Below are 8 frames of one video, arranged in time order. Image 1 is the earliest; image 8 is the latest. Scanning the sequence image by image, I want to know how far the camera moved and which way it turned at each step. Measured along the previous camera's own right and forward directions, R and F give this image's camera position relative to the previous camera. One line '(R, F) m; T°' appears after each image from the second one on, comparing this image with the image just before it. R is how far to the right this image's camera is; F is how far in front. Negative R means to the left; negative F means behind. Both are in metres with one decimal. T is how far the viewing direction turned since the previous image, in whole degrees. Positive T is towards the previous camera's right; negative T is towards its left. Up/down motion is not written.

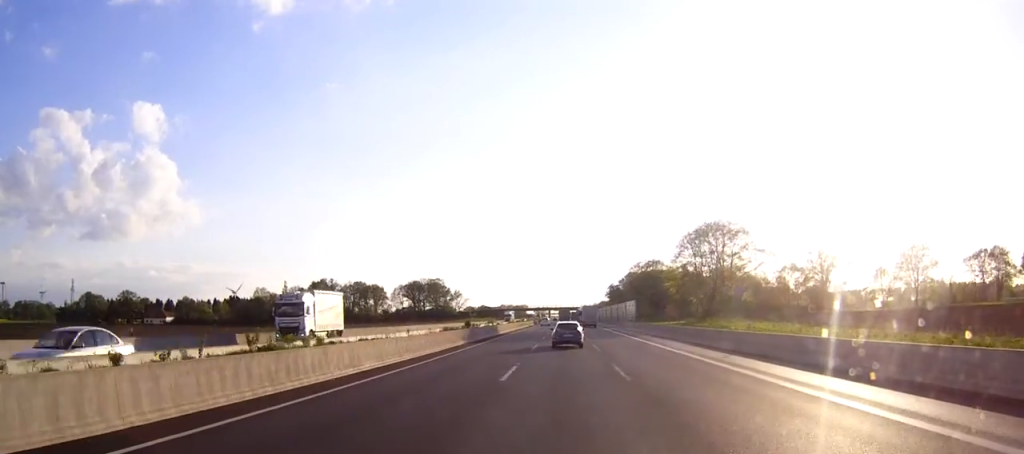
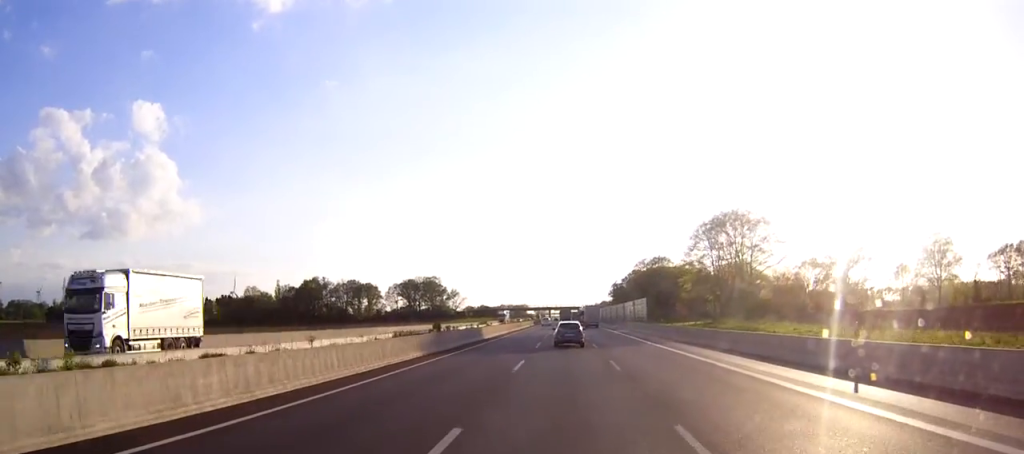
(0.0, +14.5) m; 0°
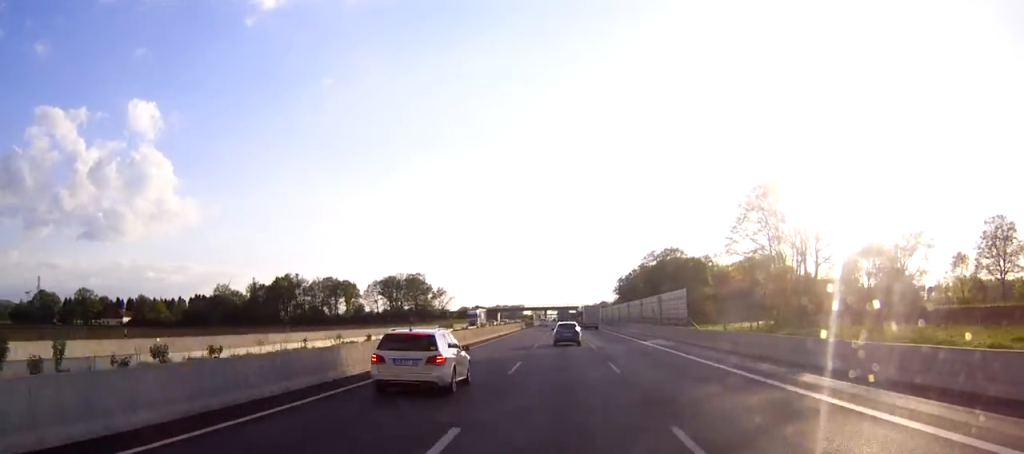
(+0.1, +35.7) m; 0°
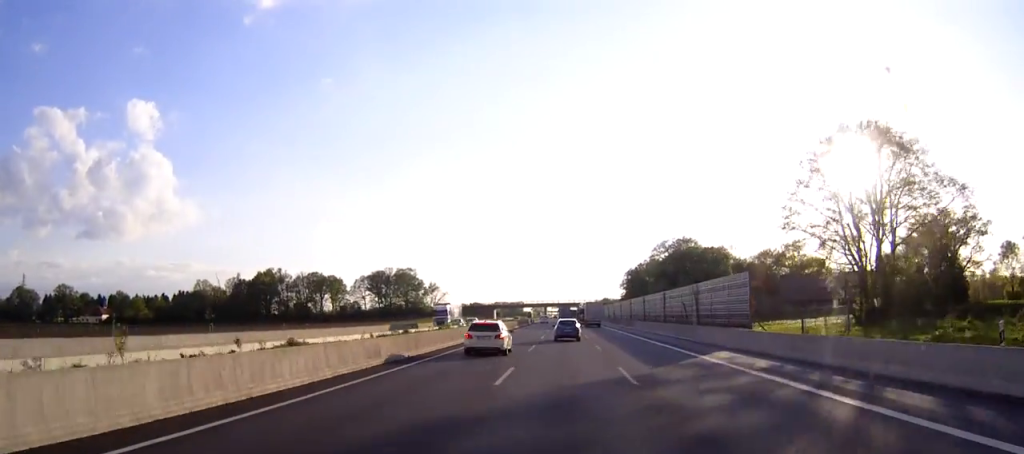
(0.0, +23.3) m; 0°
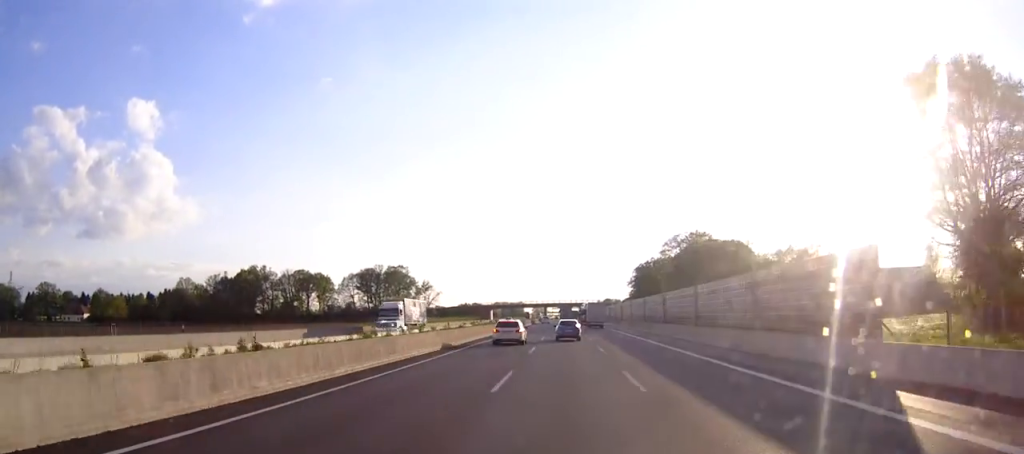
(0.0, +19.4) m; 0°
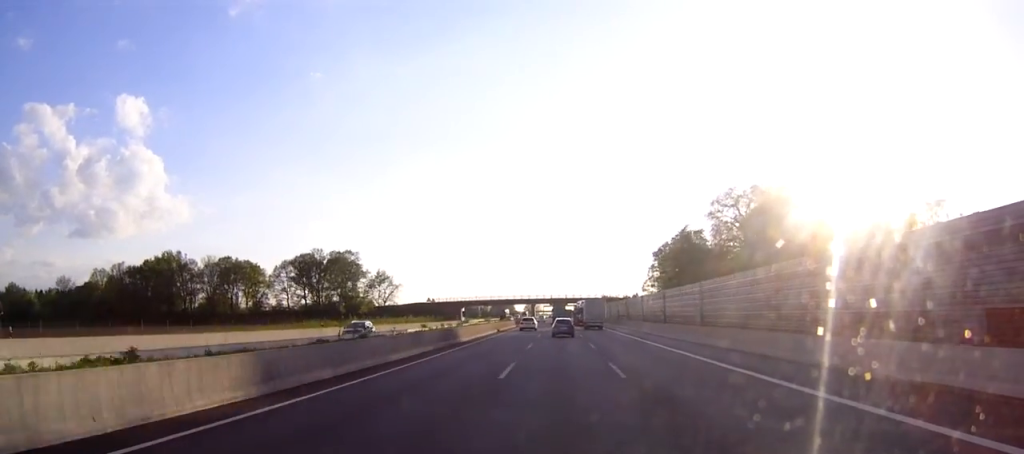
(+0.2, +68.1) m; 0°
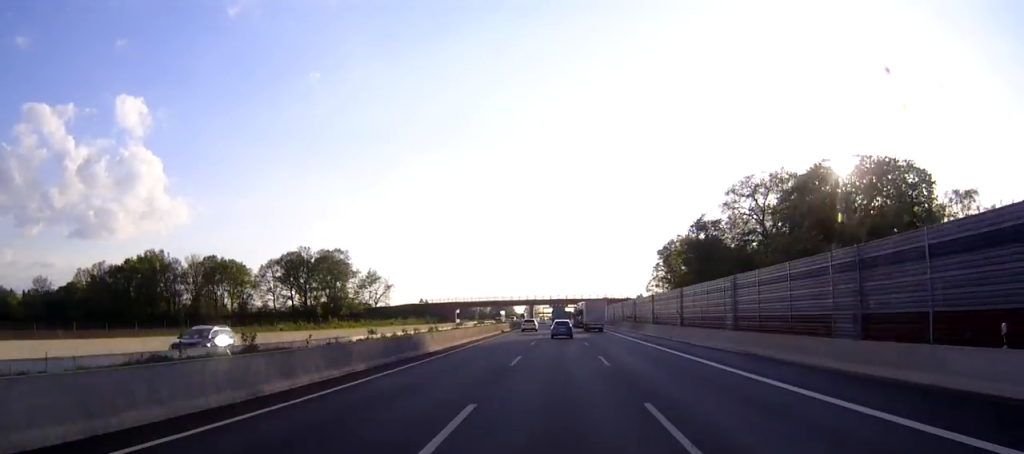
(0.0, +11.7) m; 0°
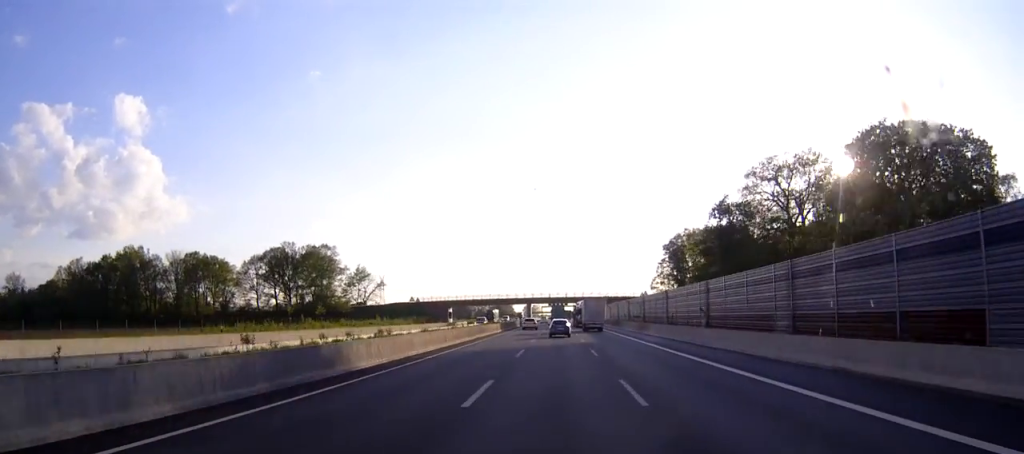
(0.0, +12.7) m; 0°
